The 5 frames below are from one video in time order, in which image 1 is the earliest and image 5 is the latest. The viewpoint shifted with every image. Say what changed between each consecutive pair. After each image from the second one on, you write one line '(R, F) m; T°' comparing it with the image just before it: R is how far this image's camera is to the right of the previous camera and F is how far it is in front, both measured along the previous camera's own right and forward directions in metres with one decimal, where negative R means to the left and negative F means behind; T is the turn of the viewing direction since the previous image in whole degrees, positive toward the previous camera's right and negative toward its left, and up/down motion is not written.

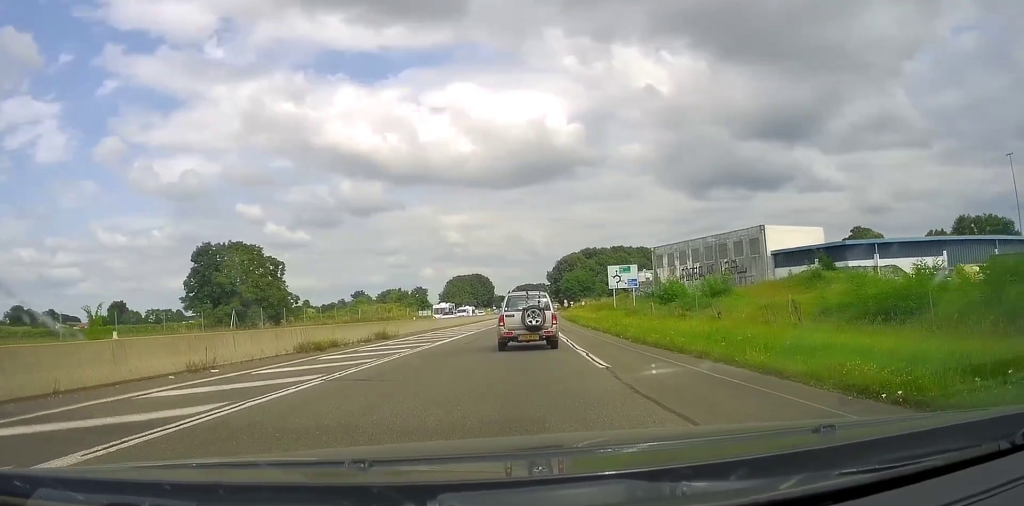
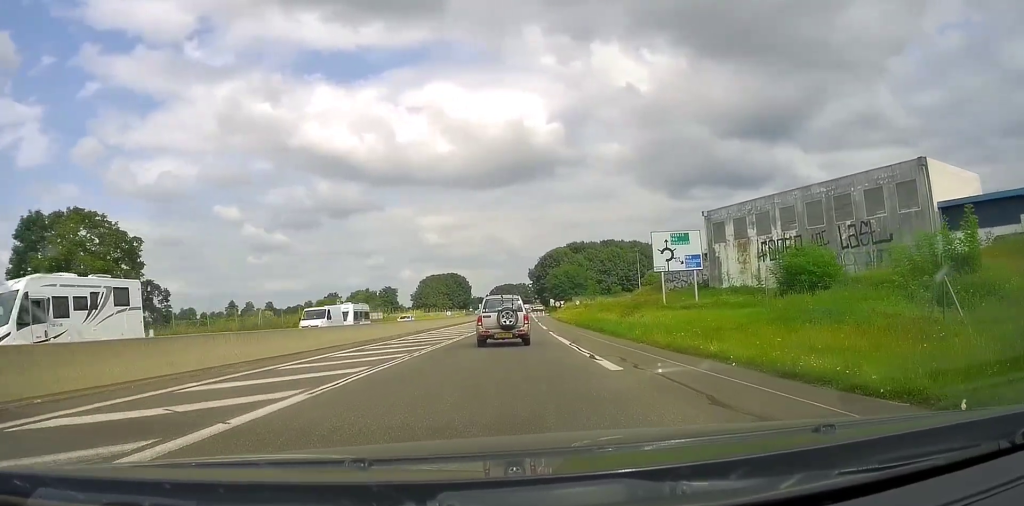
(+0.4, +26.6) m; +1°
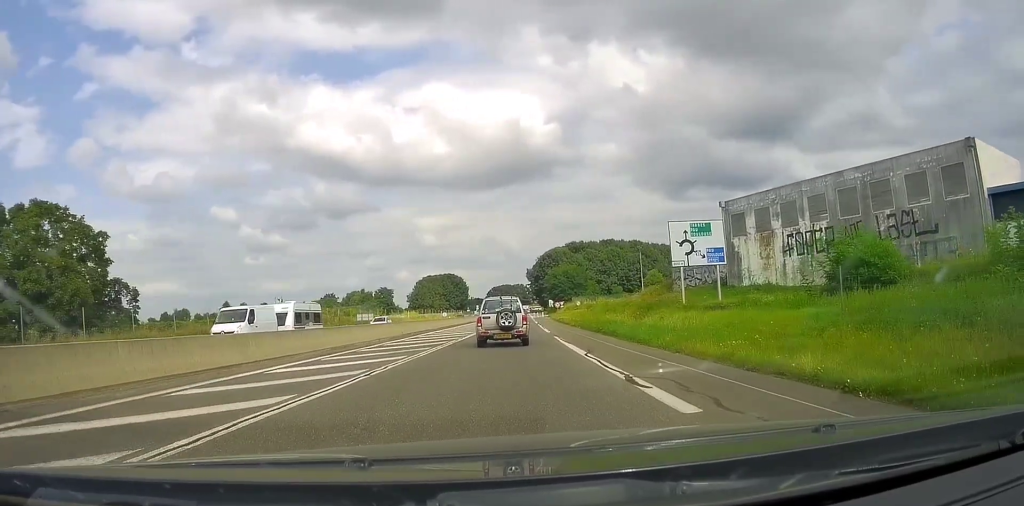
(-0.1, +5.0) m; 0°
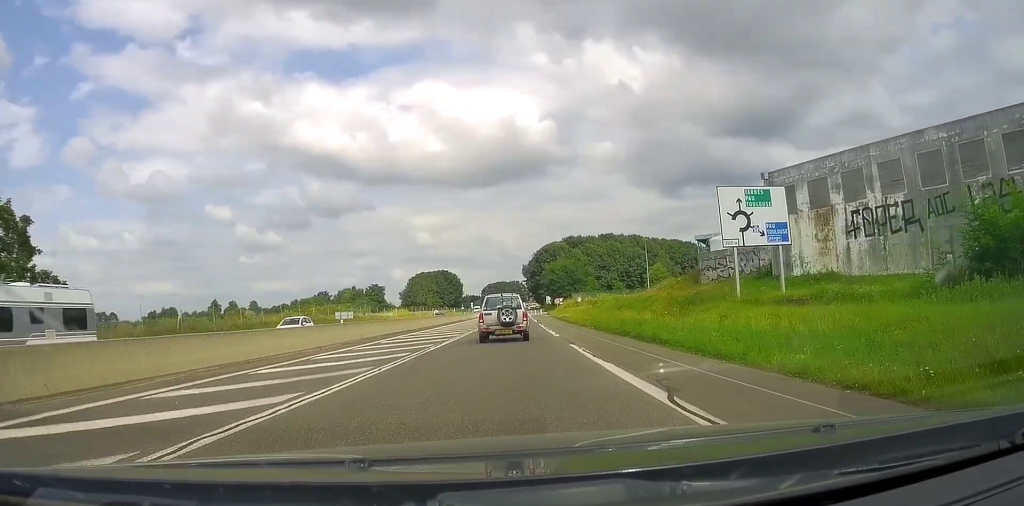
(+0.2, +8.8) m; 0°
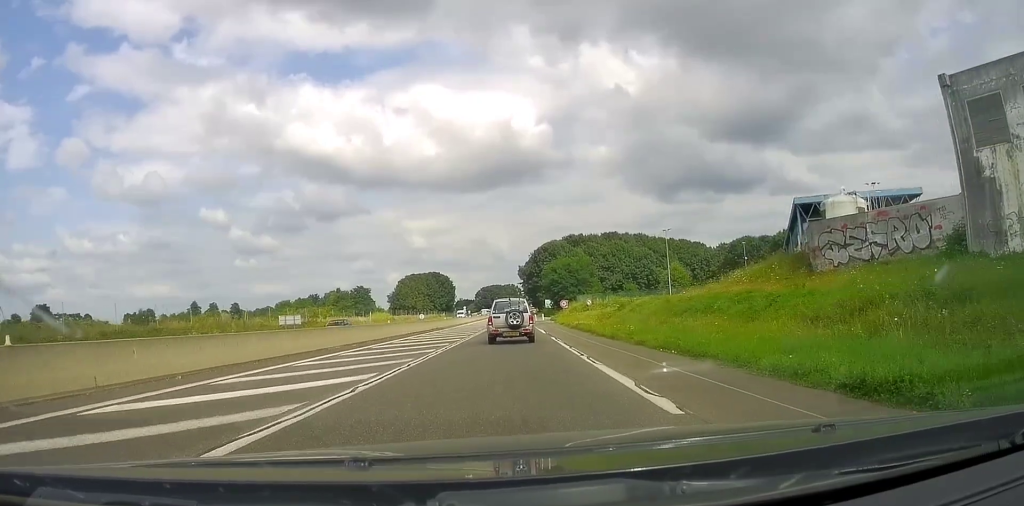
(-0.2, +17.5) m; -1°
